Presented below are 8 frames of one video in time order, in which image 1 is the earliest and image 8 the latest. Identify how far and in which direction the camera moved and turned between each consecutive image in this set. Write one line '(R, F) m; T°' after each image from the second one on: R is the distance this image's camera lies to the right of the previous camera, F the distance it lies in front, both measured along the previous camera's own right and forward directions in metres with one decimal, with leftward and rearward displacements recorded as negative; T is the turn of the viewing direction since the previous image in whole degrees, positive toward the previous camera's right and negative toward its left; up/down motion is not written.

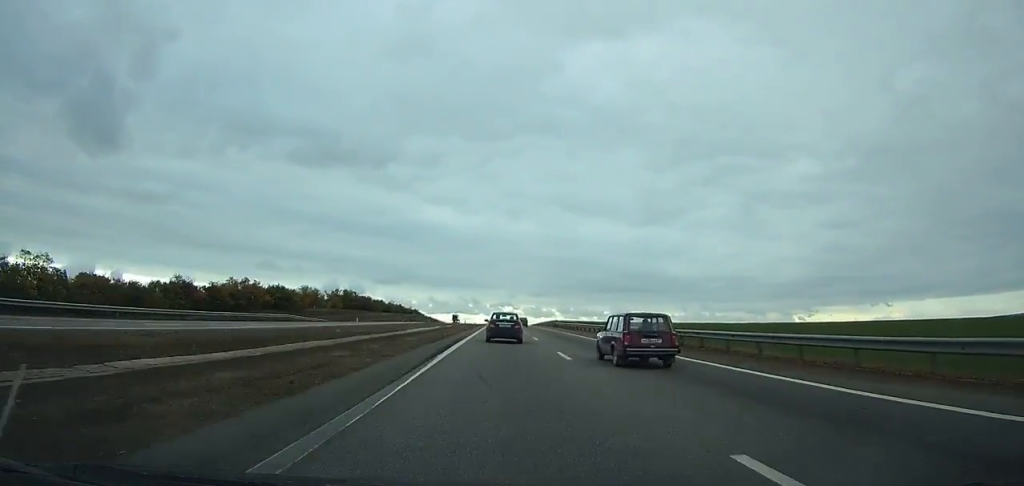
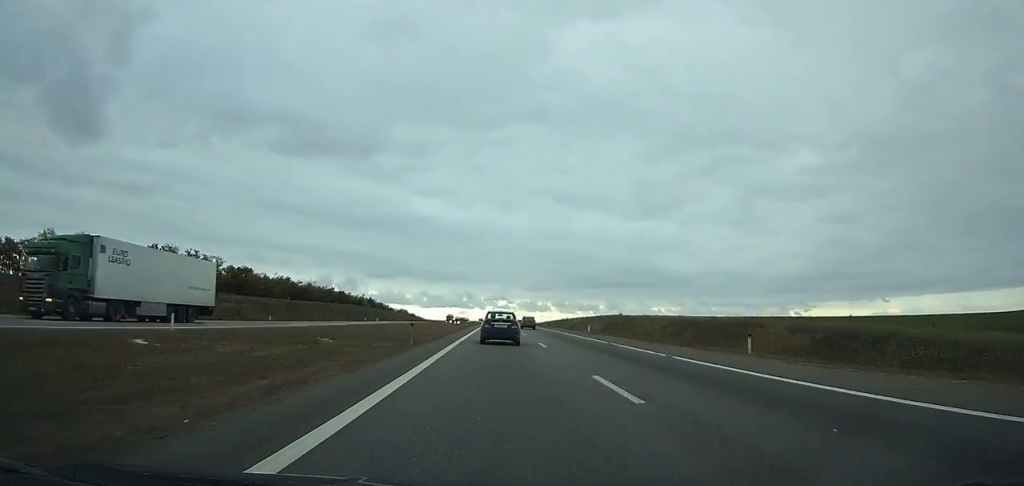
(+0.4, +136.1) m; 0°
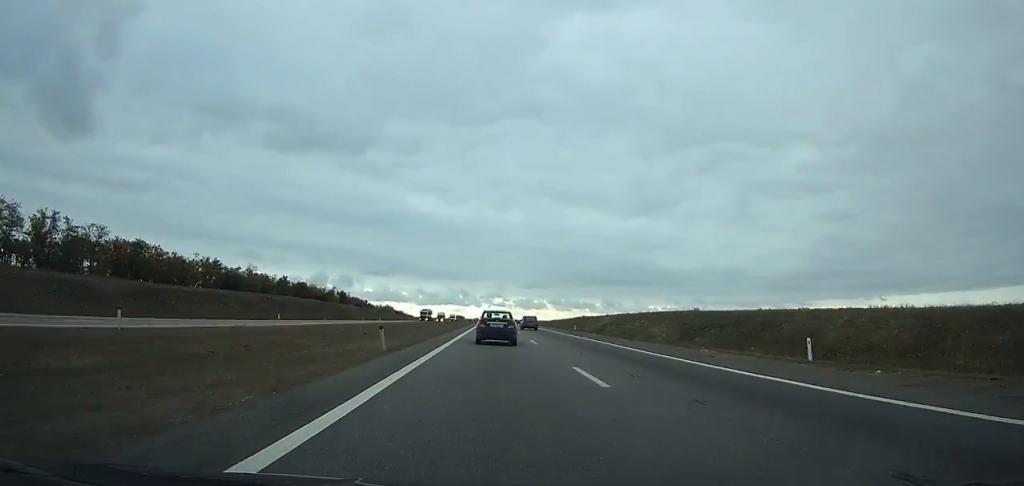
(+0.1, +45.8) m; 0°
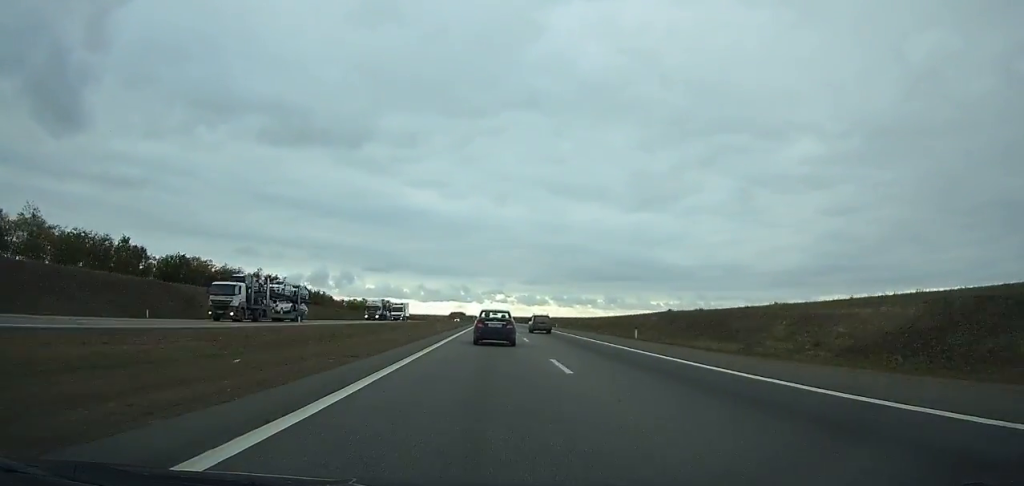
(+0.1, +77.2) m; 0°
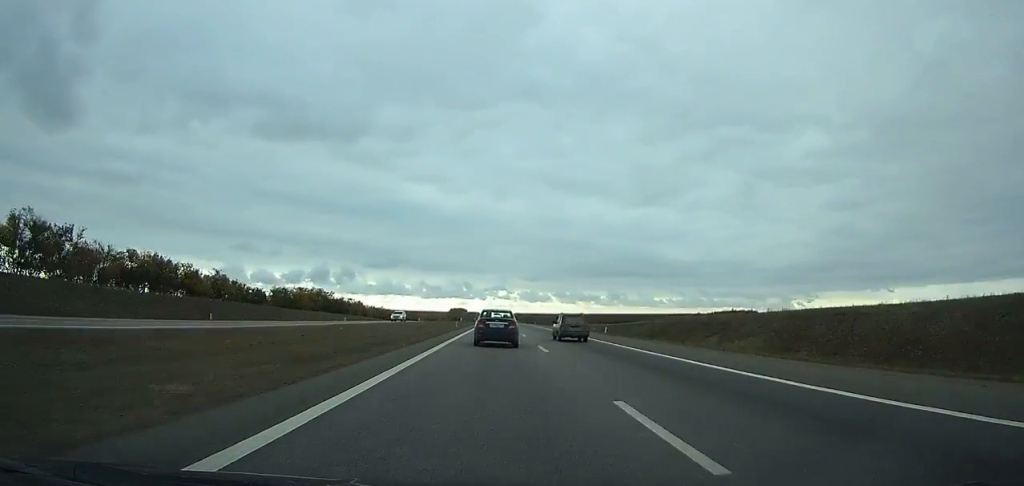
(0.0, +87.5) m; 0°
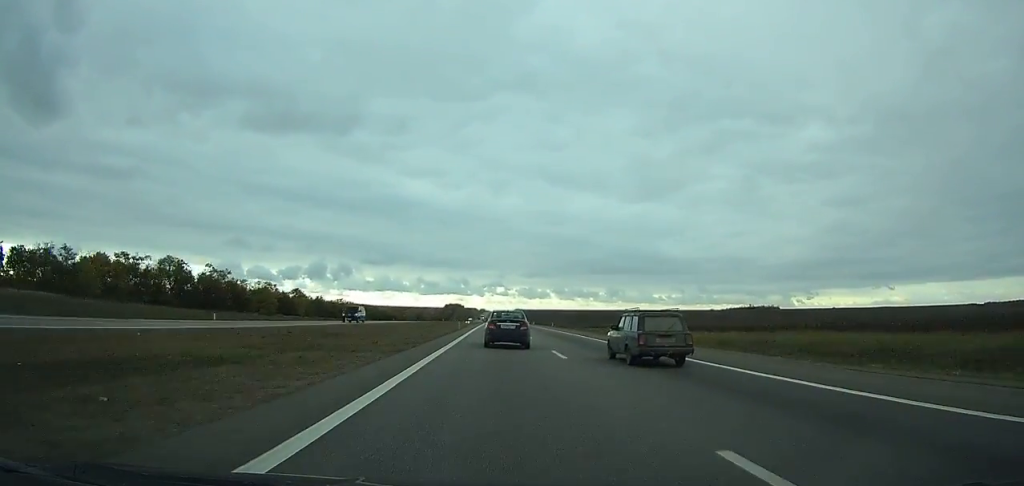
(-0.1, +100.8) m; 0°
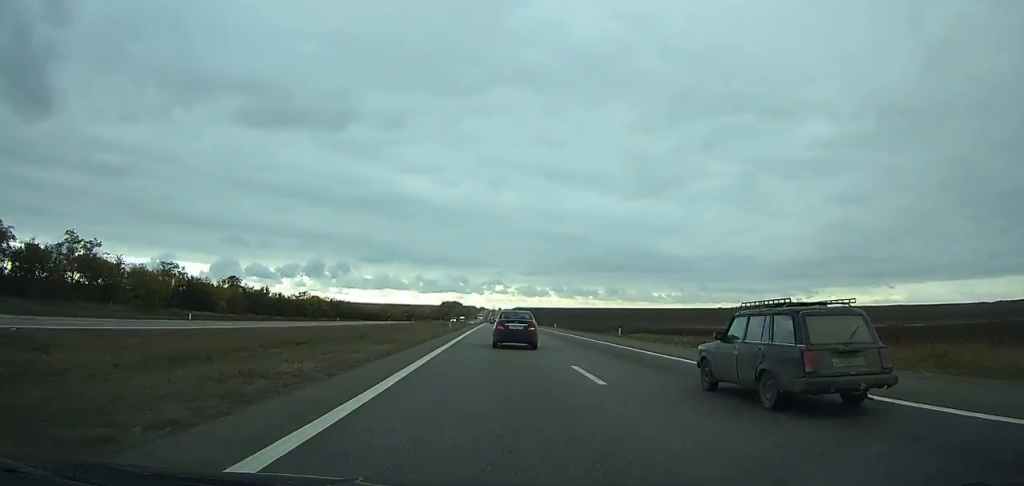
(0.0, +54.0) m; 0°
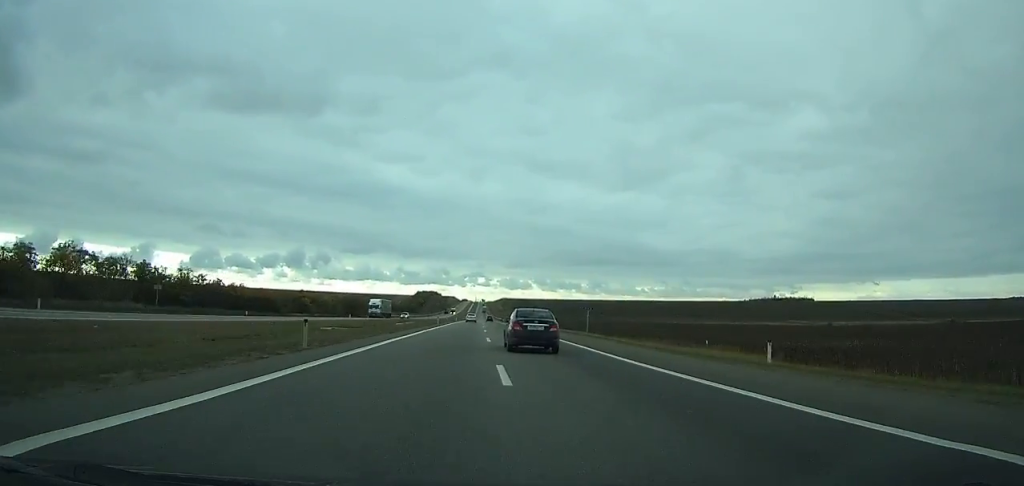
(+0.5, +127.1) m; +1°
